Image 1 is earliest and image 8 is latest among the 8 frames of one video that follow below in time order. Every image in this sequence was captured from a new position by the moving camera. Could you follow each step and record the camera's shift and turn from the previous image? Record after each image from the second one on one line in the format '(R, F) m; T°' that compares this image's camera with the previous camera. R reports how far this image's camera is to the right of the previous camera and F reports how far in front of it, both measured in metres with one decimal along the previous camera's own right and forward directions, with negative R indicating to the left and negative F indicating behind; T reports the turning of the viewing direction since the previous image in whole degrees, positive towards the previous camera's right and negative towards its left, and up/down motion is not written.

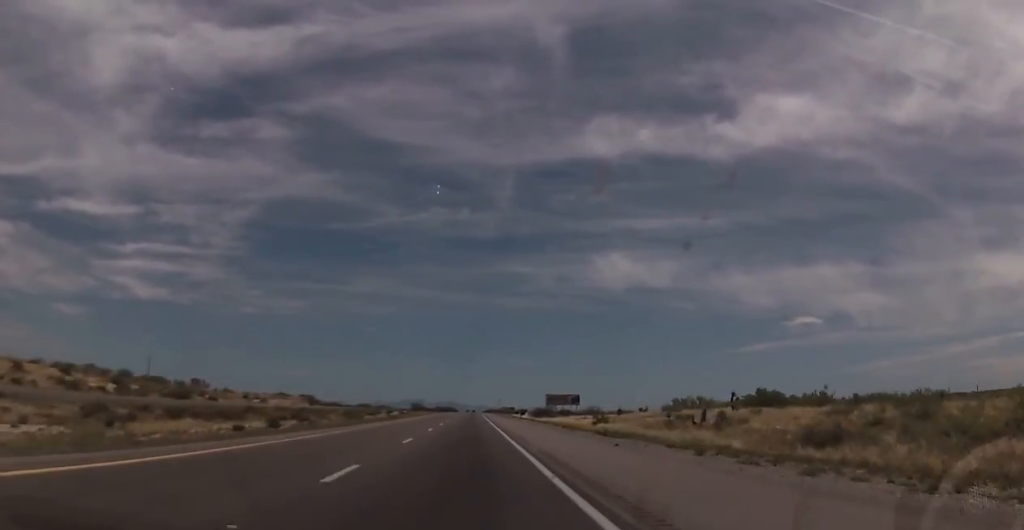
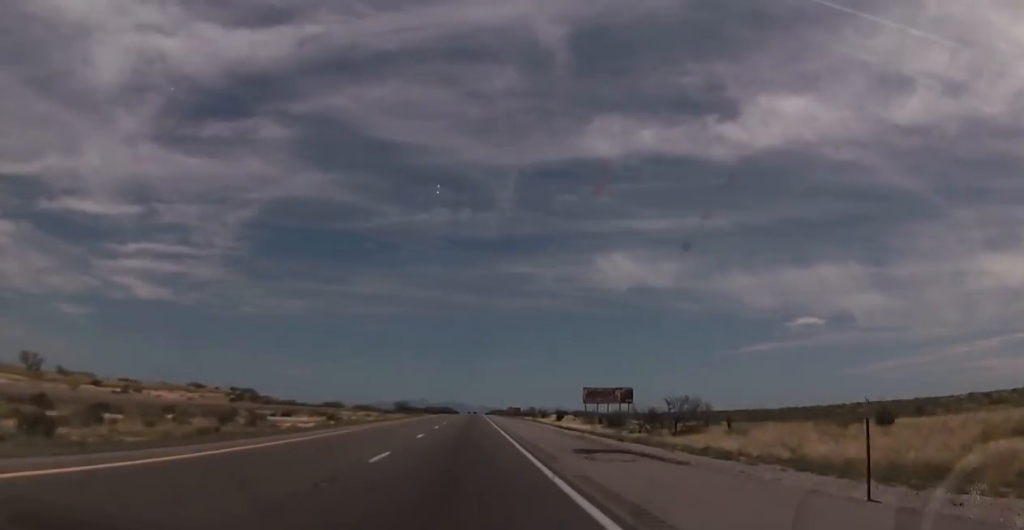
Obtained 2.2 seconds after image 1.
(+0.7, +81.3) m; 0°
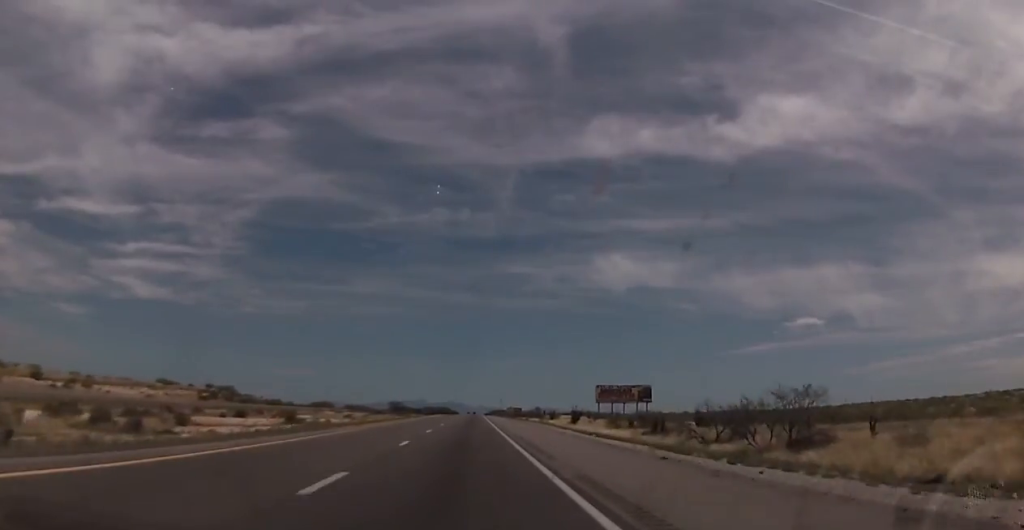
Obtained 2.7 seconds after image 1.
(0.0, +18.2) m; 0°
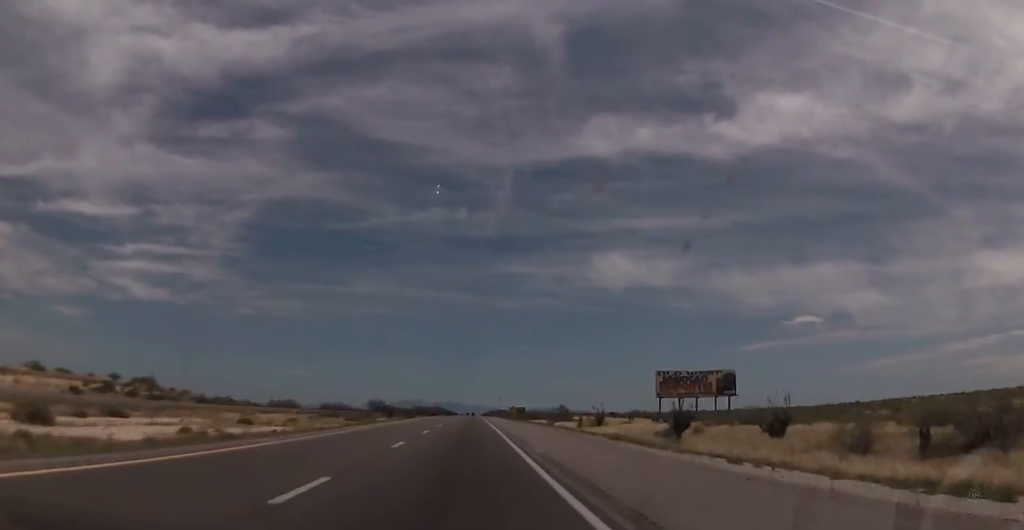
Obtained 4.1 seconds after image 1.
(-0.1, +49.6) m; 0°
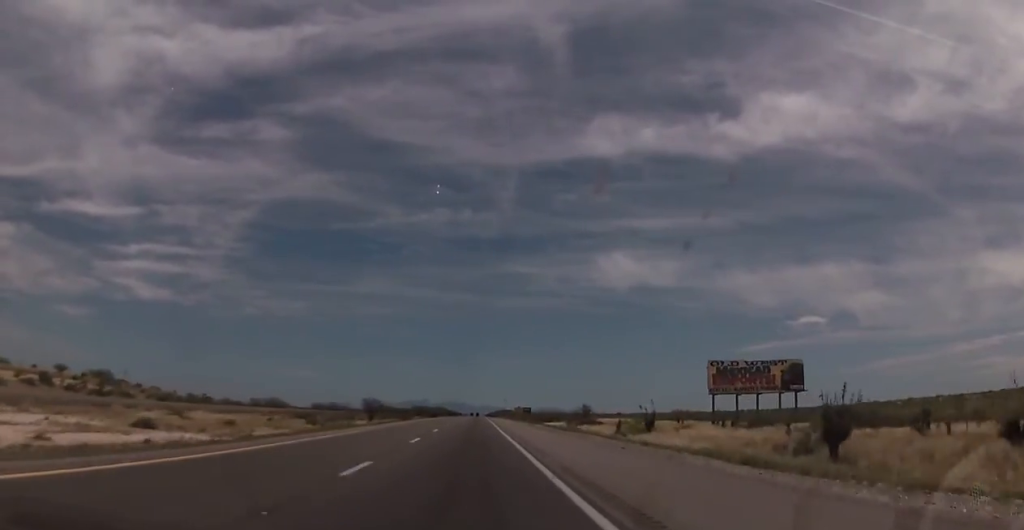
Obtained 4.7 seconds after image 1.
(+0.2, +20.6) m; 0°
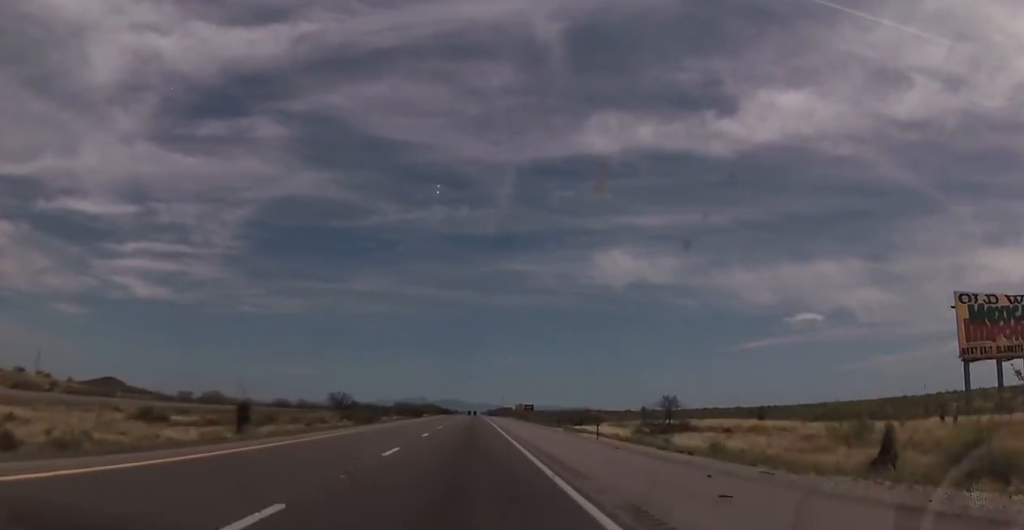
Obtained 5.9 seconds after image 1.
(-0.2, +43.7) m; 0°
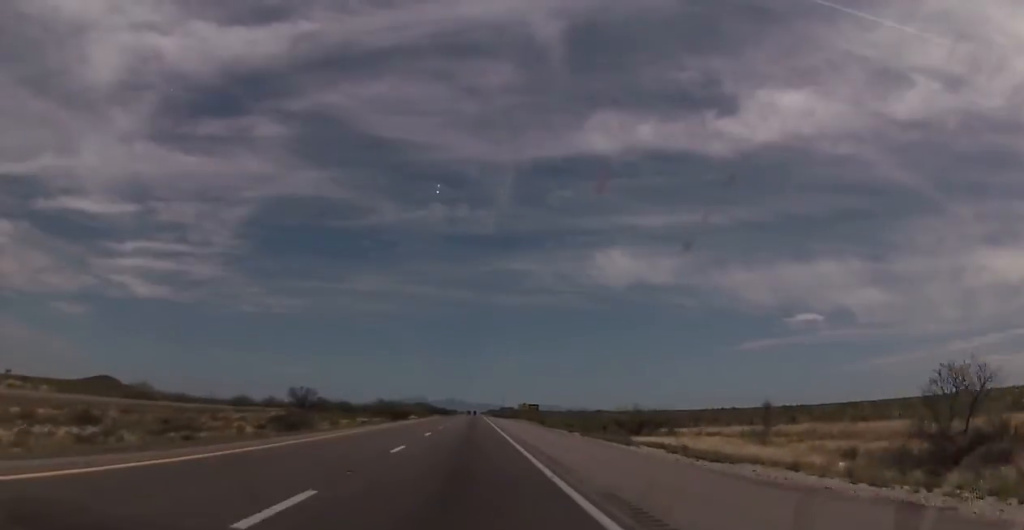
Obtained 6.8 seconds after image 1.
(+0.2, +35.3) m; 0°
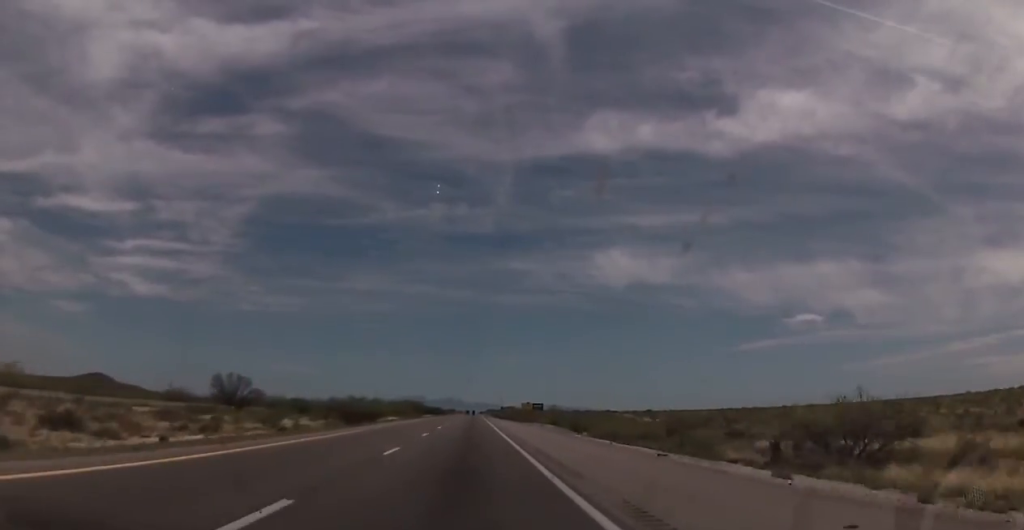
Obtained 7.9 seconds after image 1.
(-0.2, +37.8) m; 0°
